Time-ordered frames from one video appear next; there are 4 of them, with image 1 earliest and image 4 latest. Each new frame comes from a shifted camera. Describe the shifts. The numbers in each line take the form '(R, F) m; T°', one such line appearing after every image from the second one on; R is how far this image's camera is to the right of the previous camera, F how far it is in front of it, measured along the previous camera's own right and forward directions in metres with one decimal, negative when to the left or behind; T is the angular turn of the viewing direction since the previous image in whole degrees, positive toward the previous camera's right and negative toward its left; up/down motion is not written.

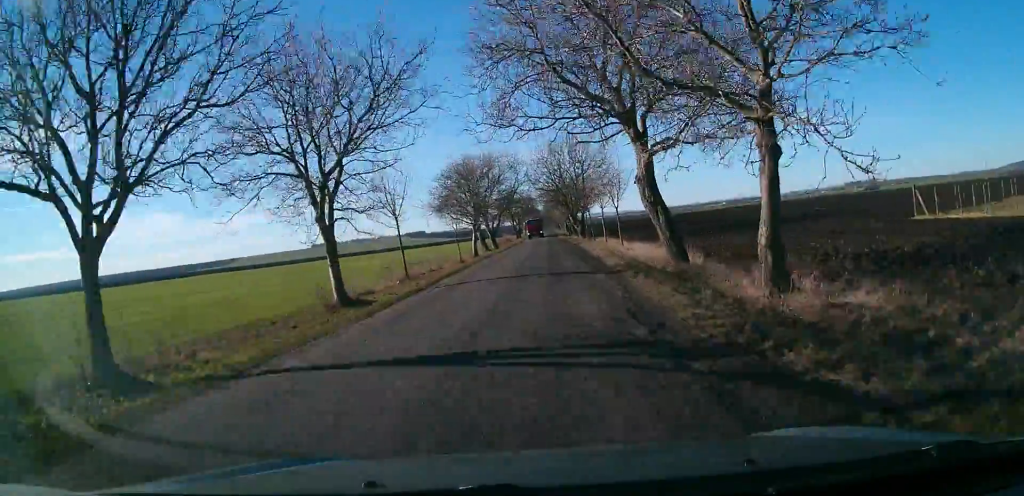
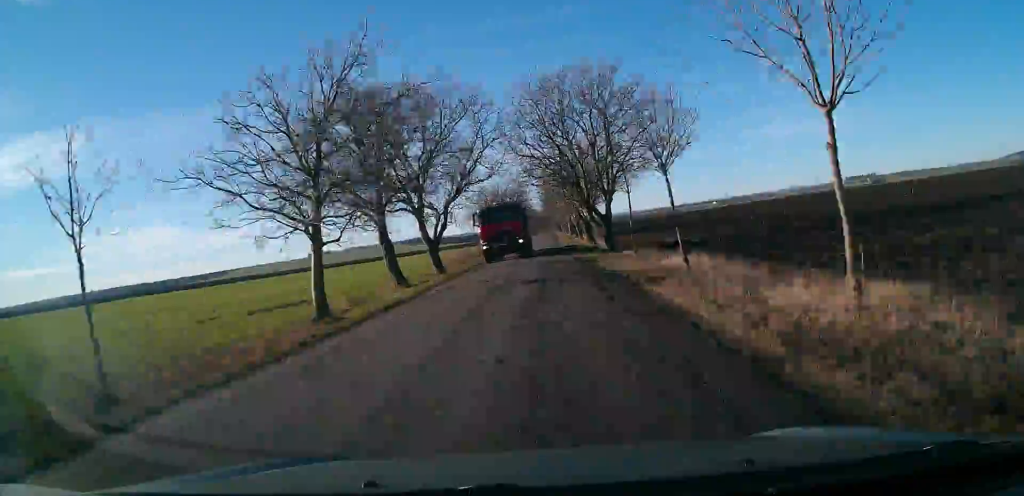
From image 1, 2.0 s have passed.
(+0.2, +38.1) m; 0°
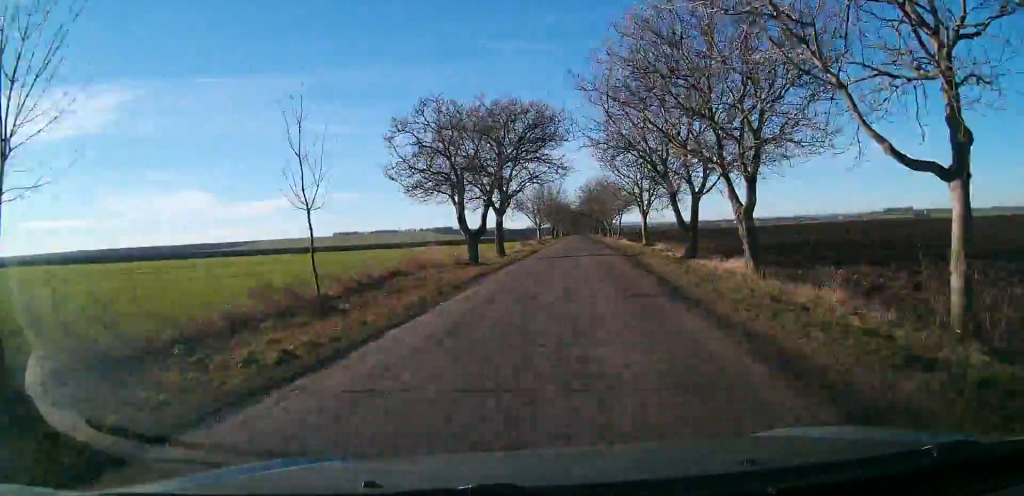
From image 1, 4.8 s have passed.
(-1.7, +55.7) m; -3°
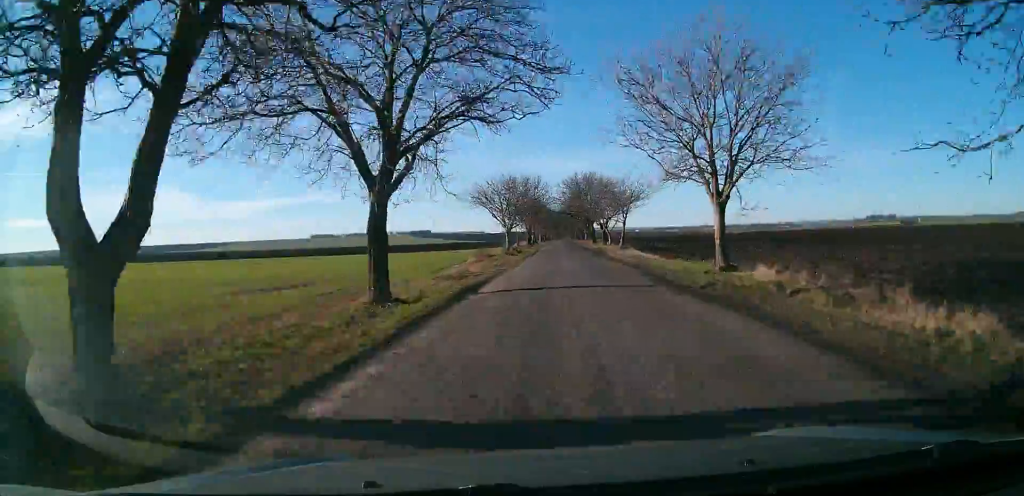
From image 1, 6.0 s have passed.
(+0.1, +26.0) m; +1°
